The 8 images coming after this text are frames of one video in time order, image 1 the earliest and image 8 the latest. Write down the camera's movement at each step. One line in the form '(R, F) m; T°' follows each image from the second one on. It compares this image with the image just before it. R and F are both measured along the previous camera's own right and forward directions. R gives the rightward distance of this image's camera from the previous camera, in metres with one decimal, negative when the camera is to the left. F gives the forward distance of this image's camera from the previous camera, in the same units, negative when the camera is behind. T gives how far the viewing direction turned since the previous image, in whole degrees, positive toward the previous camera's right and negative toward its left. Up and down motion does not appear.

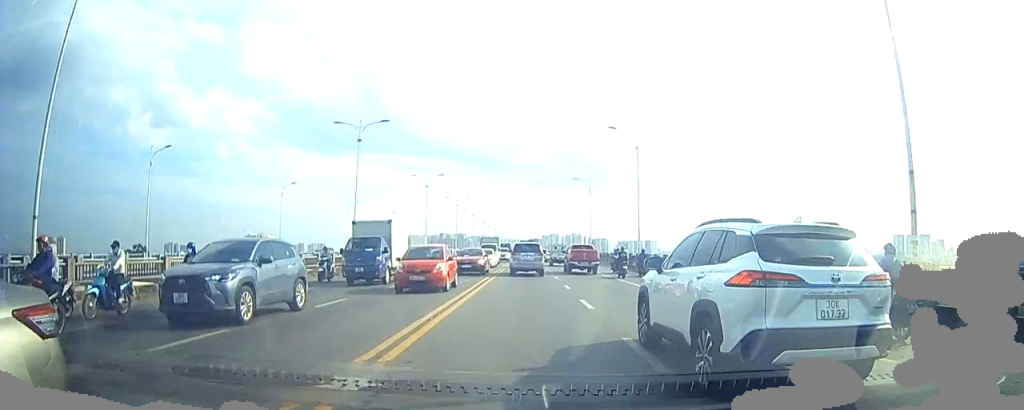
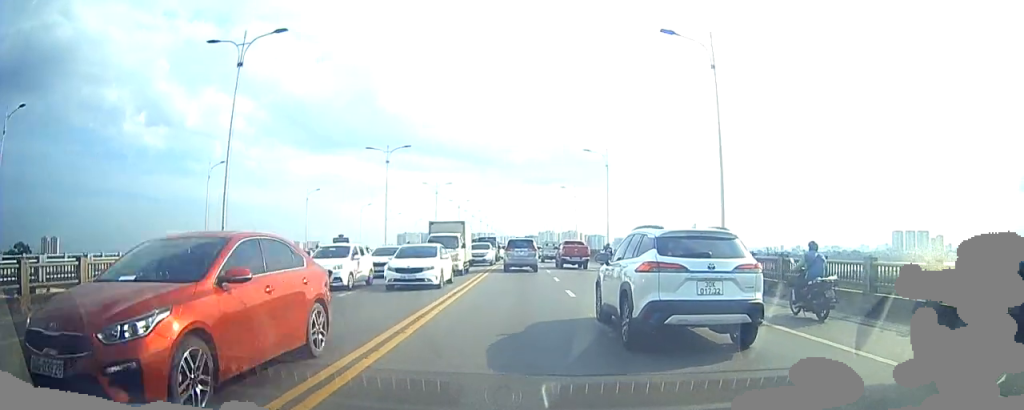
(0.0, +18.4) m; 0°
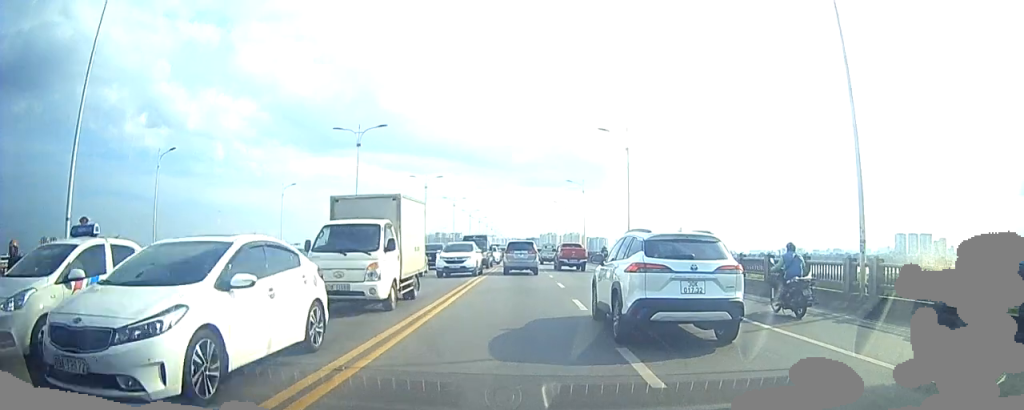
(0.0, +9.4) m; 0°
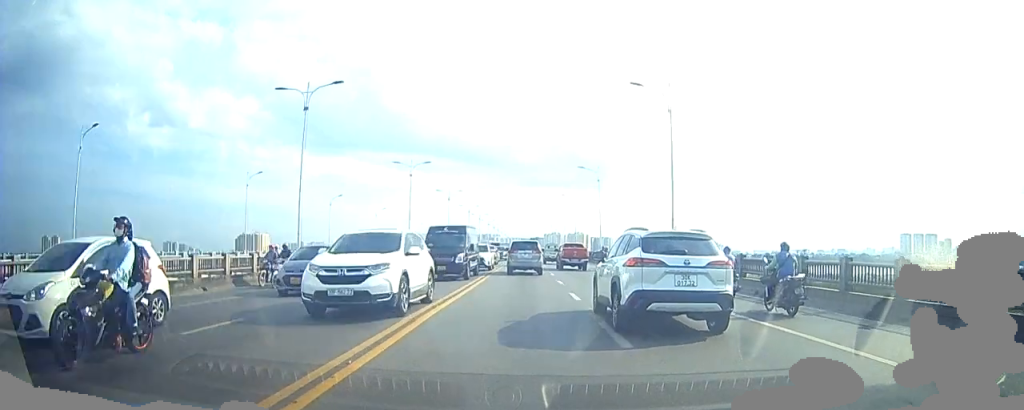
(-0.1, +10.3) m; 0°
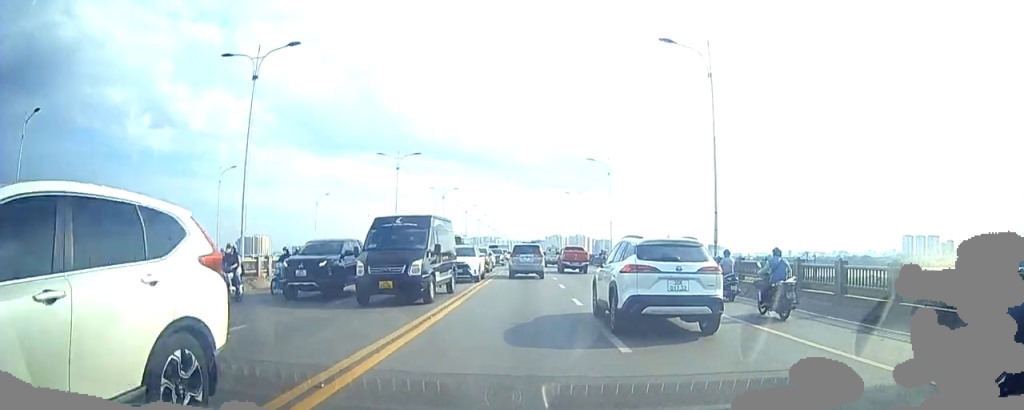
(0.0, +6.0) m; +1°
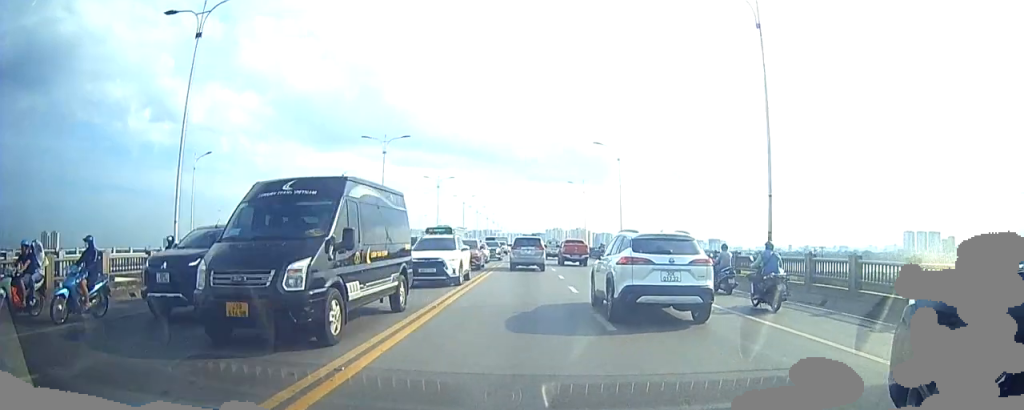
(0.0, +4.6) m; +1°
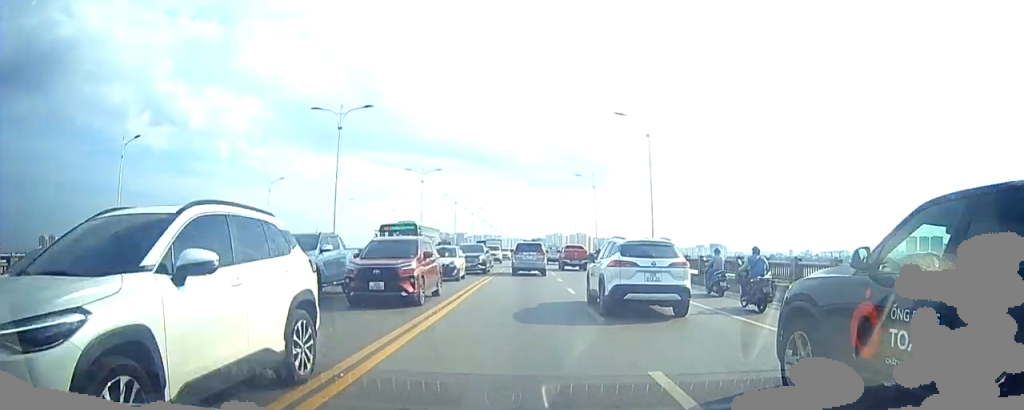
(+0.3, +11.9) m; +1°
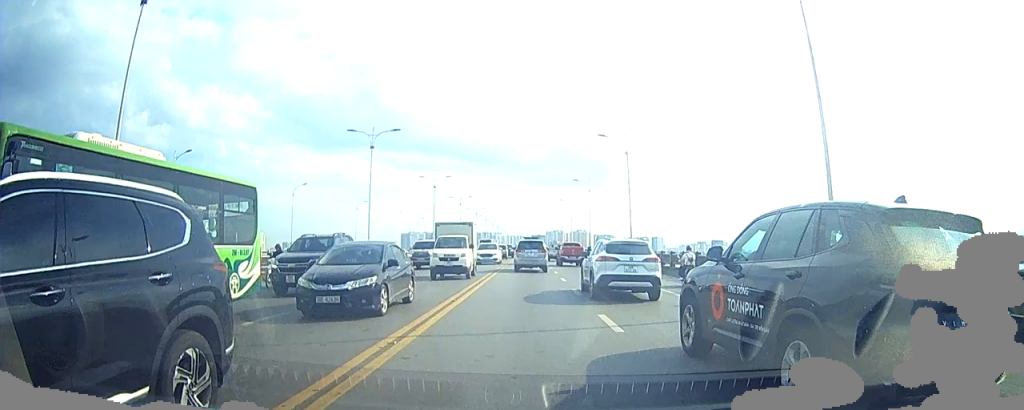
(-0.3, +20.7) m; -2°
